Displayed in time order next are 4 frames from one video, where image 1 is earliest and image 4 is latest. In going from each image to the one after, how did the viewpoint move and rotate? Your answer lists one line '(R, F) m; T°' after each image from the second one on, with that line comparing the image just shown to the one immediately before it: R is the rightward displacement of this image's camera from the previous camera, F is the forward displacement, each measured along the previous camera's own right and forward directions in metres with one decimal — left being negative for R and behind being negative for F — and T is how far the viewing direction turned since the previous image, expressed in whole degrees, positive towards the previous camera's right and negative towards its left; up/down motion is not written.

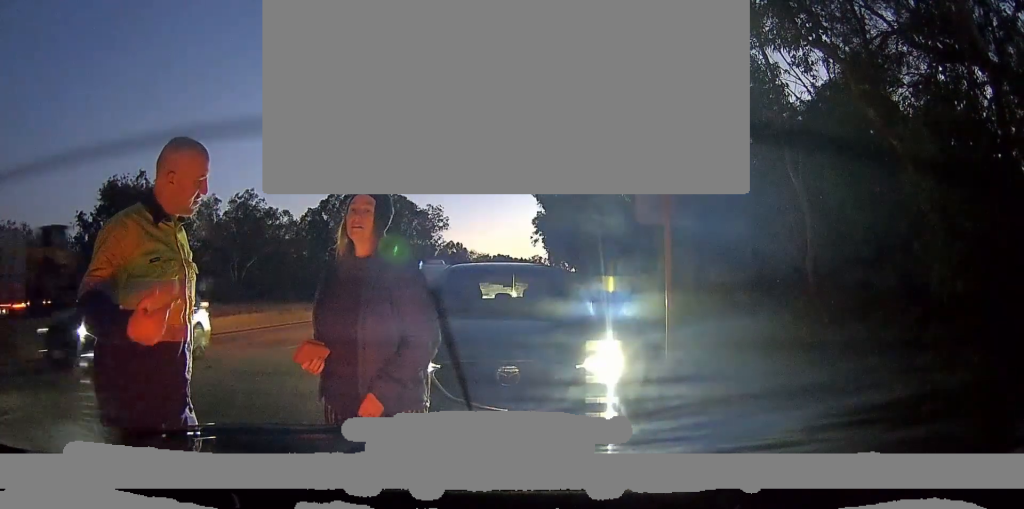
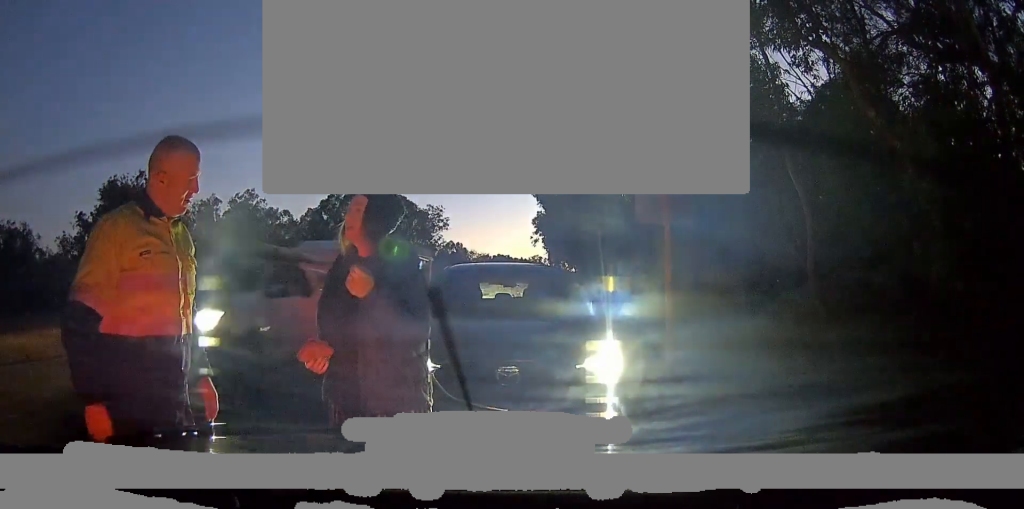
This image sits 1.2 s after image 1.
(0.0, 0.0) m; 0°
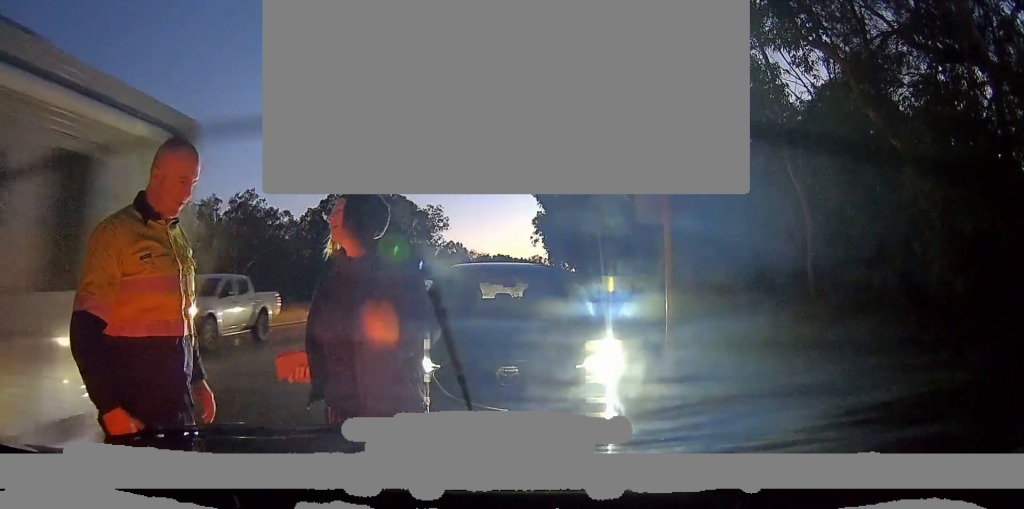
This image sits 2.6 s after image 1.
(0.0, 0.0) m; 0°
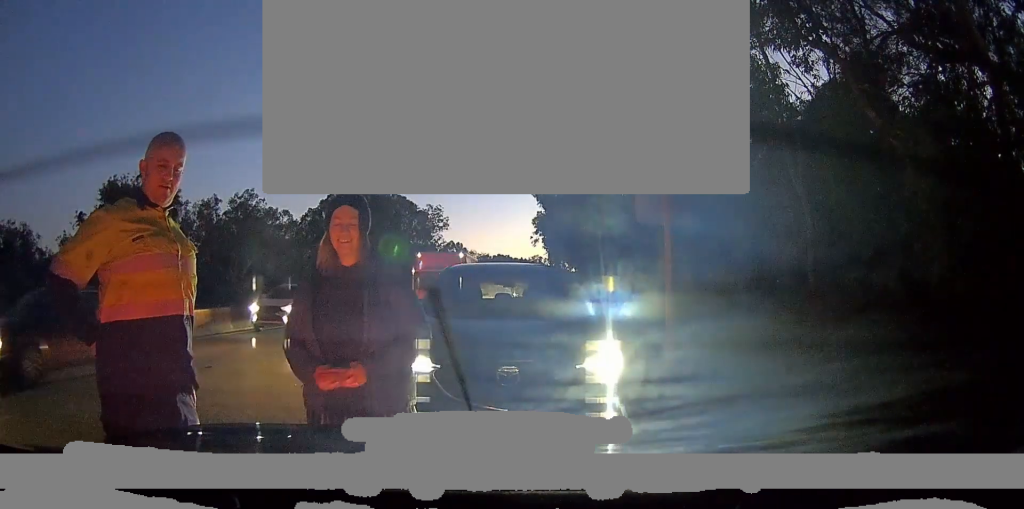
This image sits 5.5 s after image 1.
(0.0, 0.0) m; 0°
